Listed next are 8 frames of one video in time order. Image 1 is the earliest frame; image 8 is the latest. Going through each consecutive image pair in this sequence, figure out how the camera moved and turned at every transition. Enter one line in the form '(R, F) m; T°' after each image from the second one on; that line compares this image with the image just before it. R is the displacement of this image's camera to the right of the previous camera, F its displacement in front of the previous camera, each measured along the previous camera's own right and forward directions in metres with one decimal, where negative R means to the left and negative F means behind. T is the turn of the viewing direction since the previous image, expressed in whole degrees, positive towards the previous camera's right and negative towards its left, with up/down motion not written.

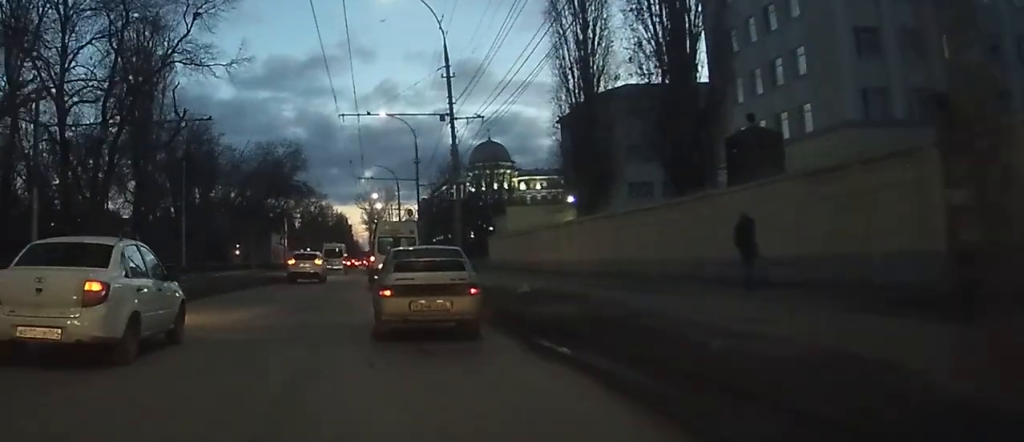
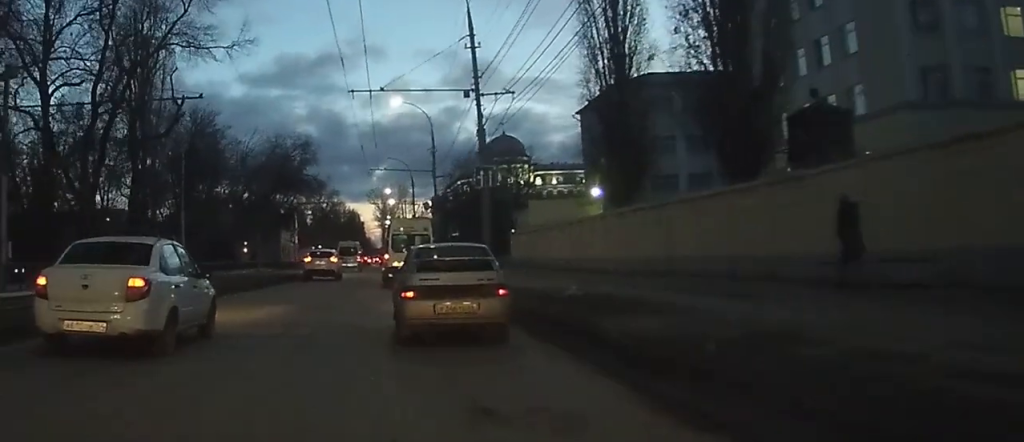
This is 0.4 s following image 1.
(0.0, +4.1) m; -1°
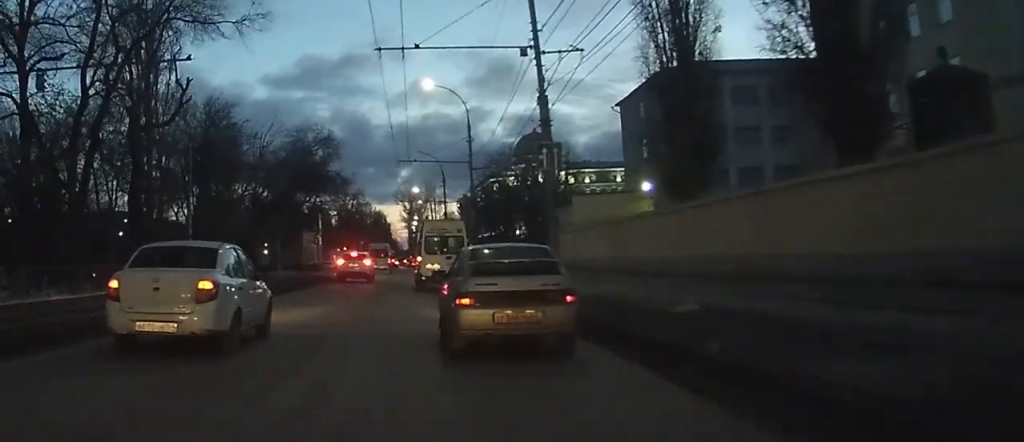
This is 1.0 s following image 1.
(0.0, +5.9) m; -1°
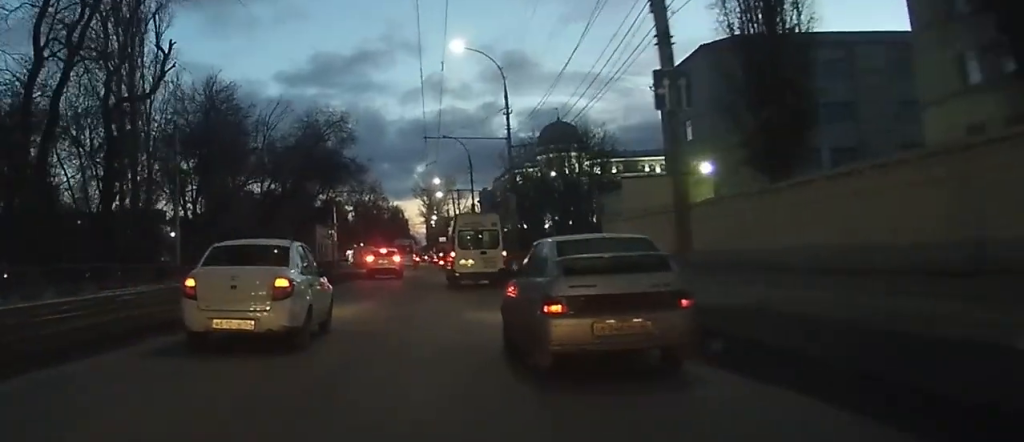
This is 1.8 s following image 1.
(-0.1, +8.0) m; -2°
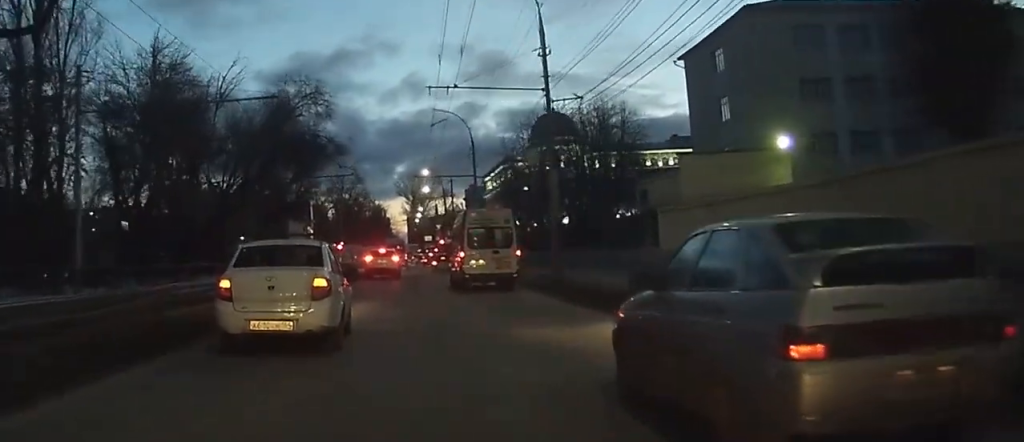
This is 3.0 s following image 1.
(-0.2, +13.1) m; 0°
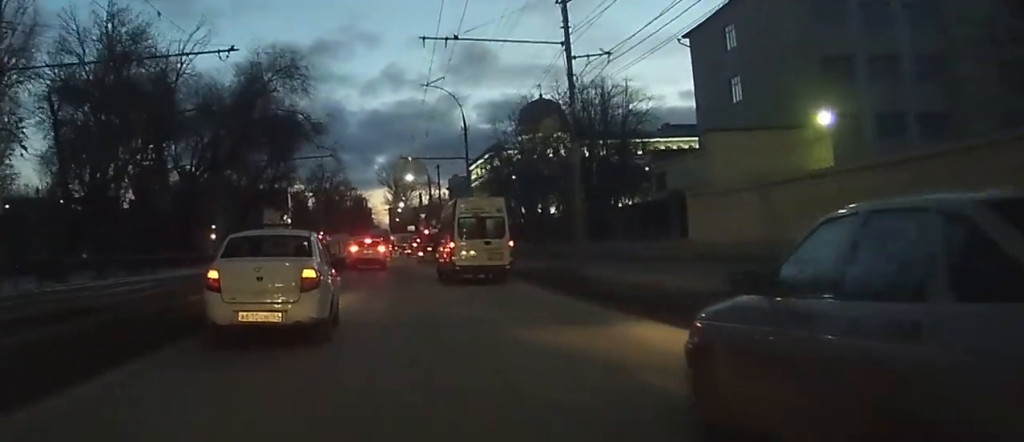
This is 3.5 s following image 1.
(+0.1, +6.3) m; 0°
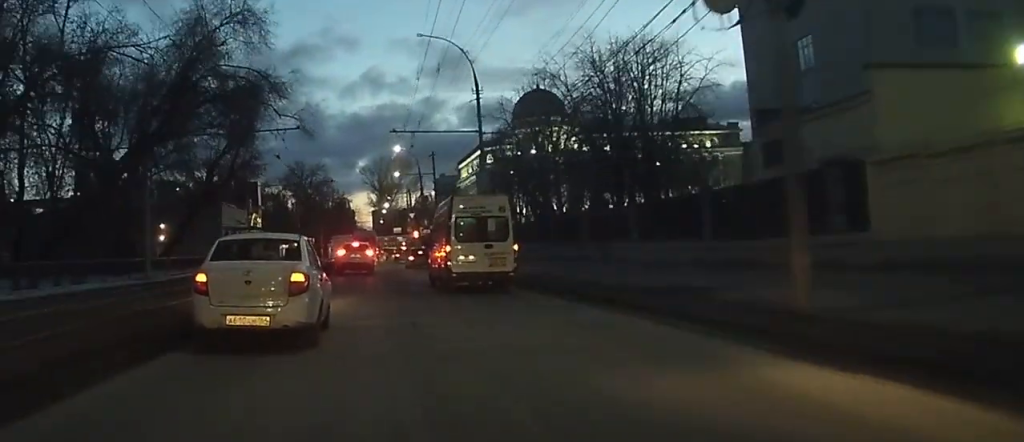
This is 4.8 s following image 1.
(+0.1, +15.4) m; 0°
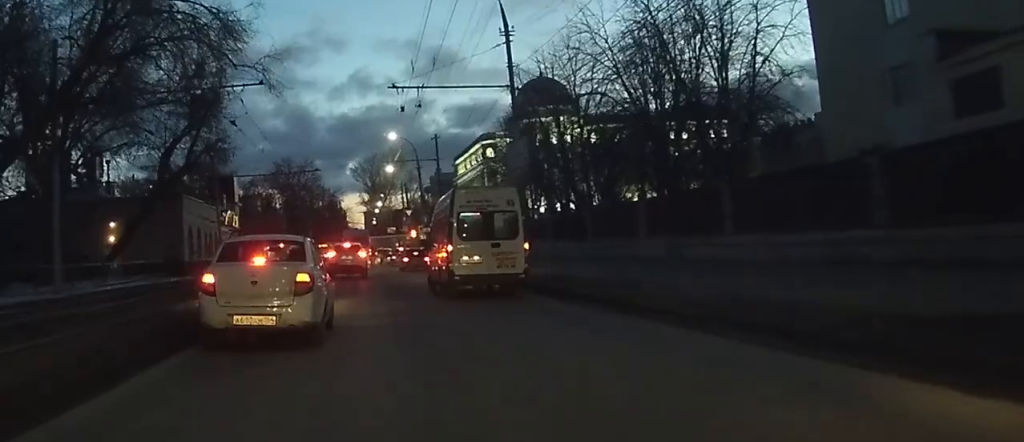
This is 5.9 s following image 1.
(0.0, +12.7) m; 0°
